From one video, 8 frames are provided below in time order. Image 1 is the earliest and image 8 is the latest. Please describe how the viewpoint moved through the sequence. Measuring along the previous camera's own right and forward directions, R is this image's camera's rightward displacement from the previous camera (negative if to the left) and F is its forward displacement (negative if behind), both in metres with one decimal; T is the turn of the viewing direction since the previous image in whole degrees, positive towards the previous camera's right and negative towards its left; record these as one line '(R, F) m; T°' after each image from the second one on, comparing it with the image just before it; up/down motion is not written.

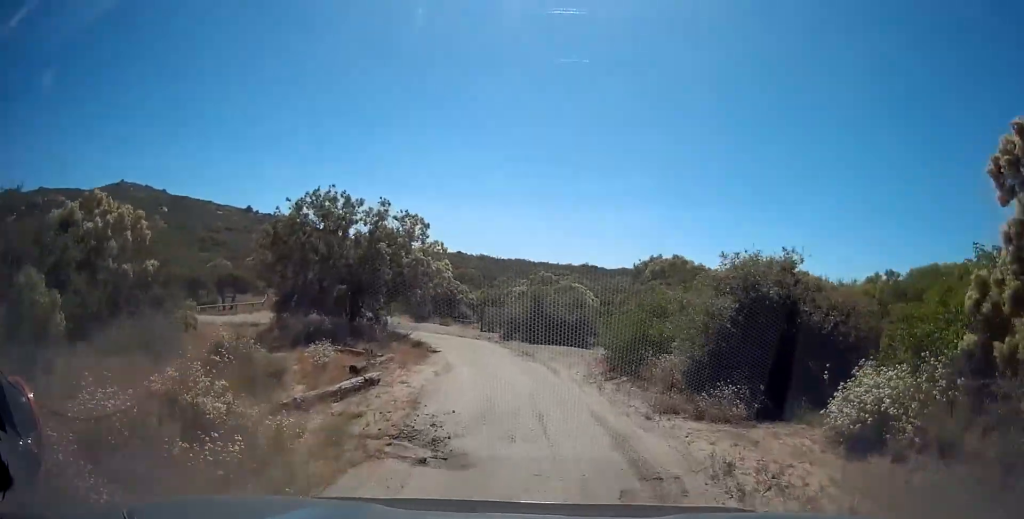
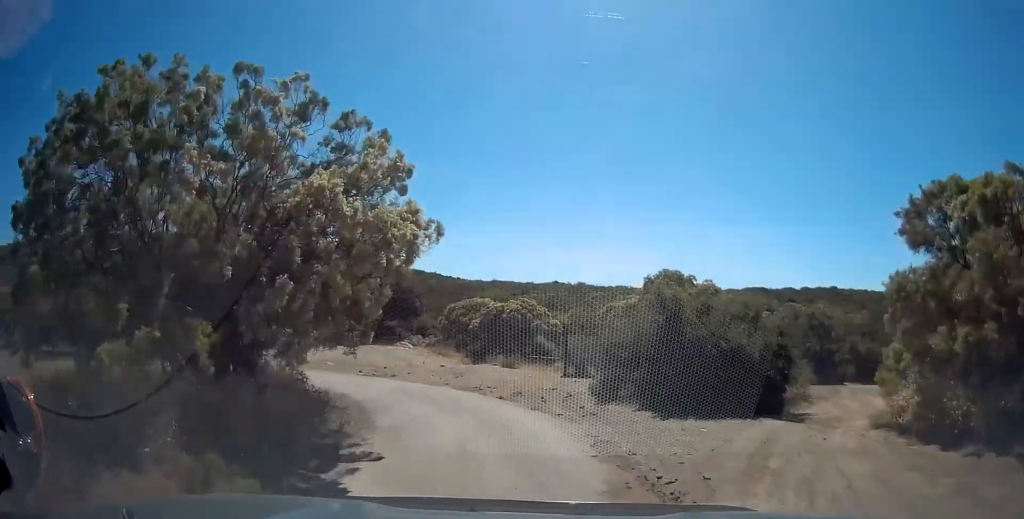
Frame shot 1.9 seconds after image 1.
(0.0, +18.5) m; -5°
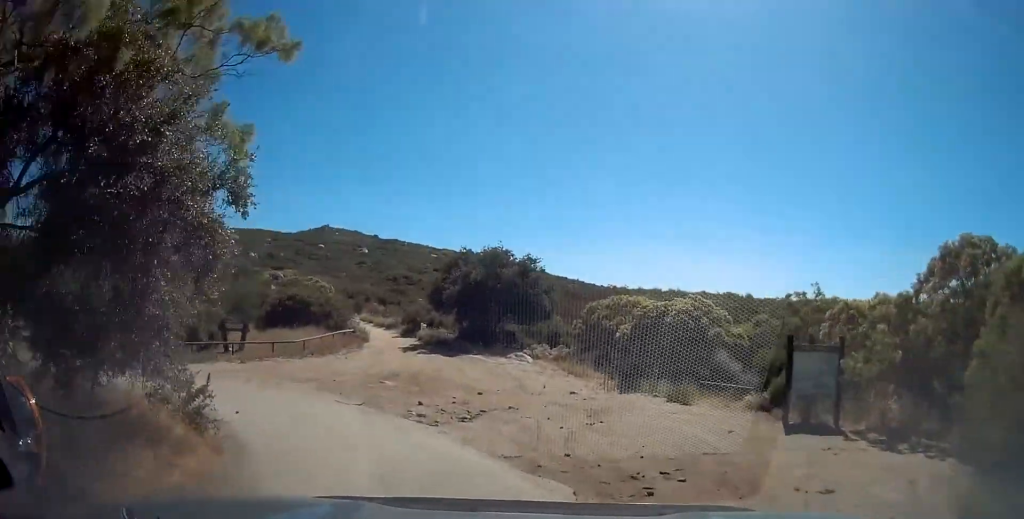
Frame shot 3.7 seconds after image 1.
(-1.9, +12.5) m; -16°
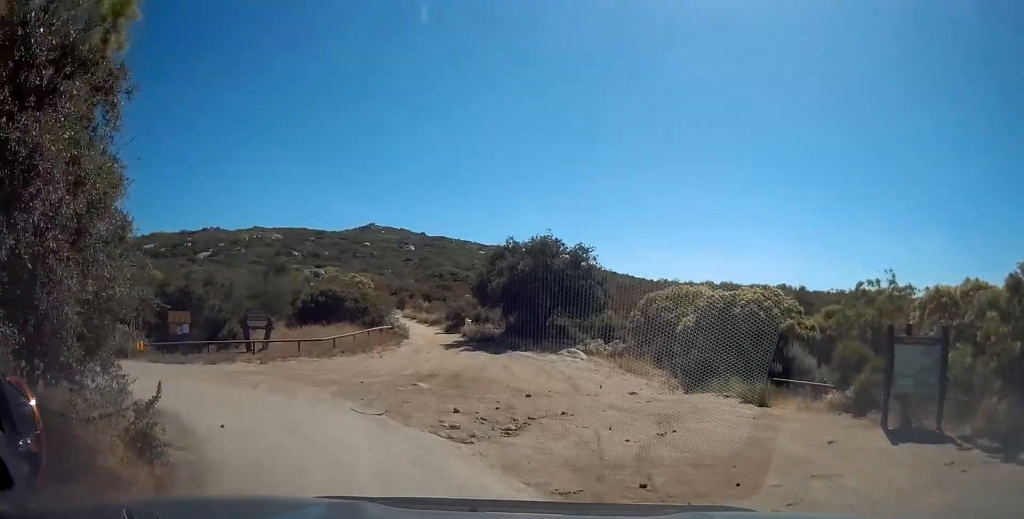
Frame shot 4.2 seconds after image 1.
(0.0, +2.7) m; -4°
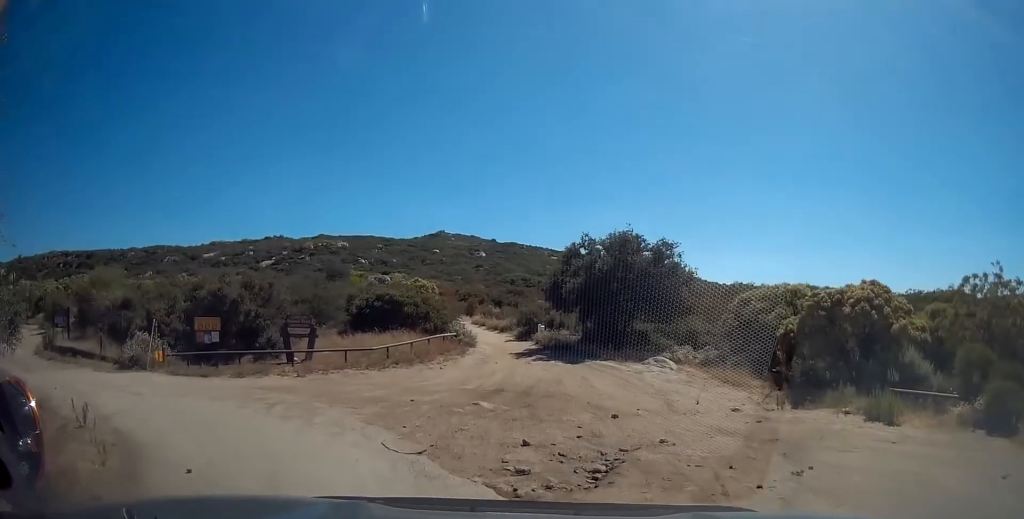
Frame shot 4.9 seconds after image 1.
(-0.3, +3.2) m; -9°
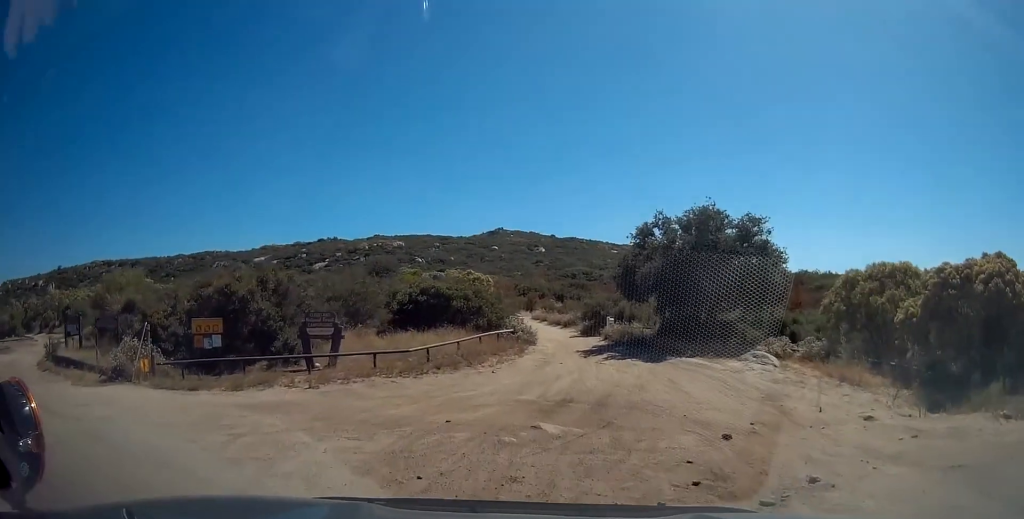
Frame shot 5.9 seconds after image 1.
(-0.6, +4.2) m; -8°
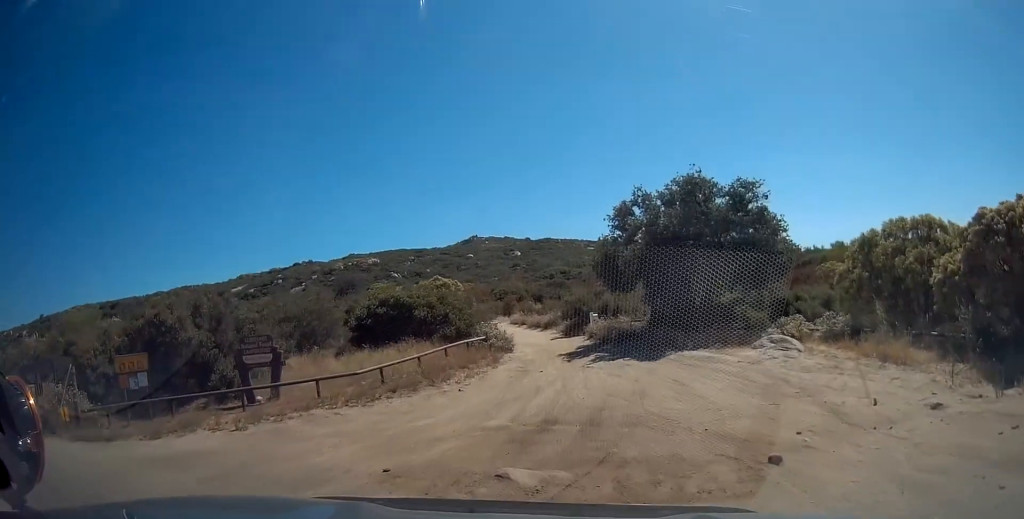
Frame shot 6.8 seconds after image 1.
(0.0, +3.4) m; +7°
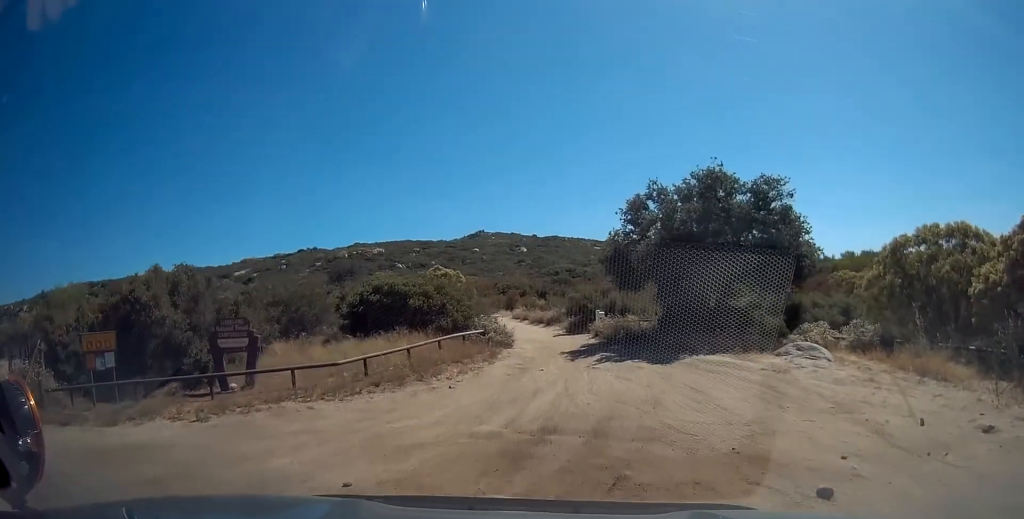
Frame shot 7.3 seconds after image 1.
(+0.1, +1.7) m; +3°
